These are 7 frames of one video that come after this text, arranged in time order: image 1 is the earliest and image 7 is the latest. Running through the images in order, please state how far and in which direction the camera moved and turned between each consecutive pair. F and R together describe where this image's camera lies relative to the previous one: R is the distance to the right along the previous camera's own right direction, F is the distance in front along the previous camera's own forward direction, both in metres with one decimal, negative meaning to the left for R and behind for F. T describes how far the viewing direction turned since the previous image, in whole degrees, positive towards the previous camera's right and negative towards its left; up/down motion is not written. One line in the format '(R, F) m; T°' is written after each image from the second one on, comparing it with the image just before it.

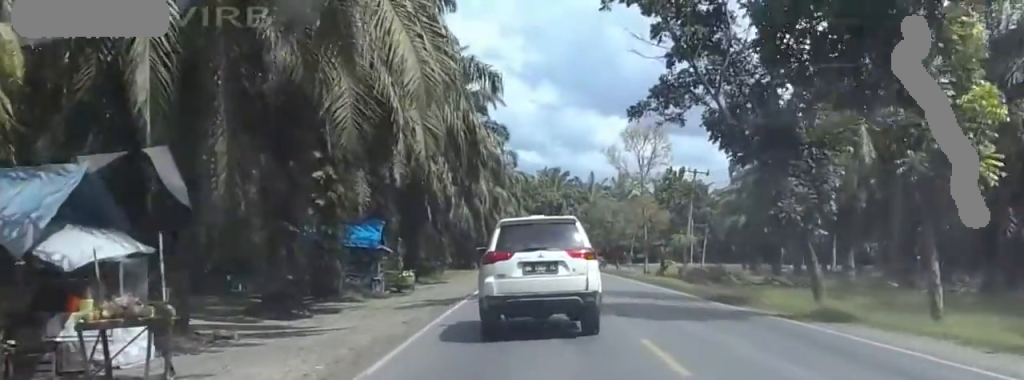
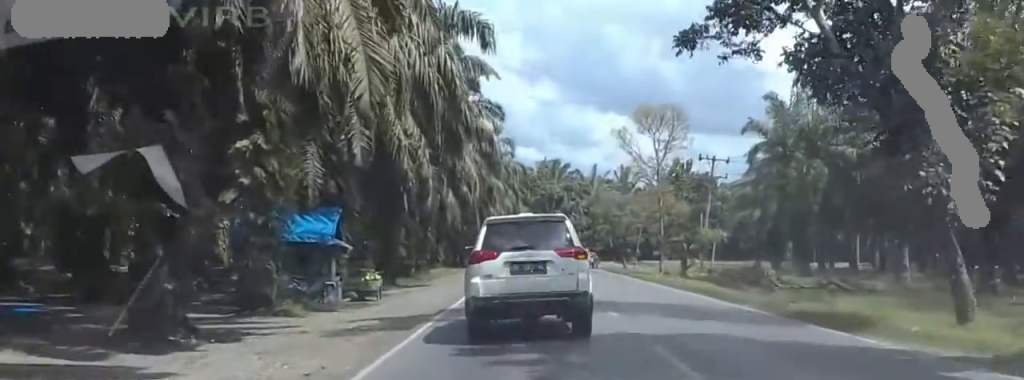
(+0.8, +10.0) m; +1°
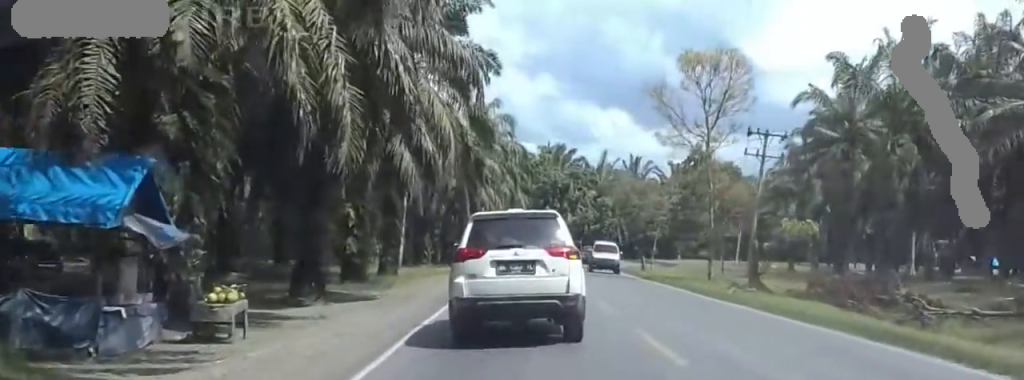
(-1.1, +18.4) m; -4°
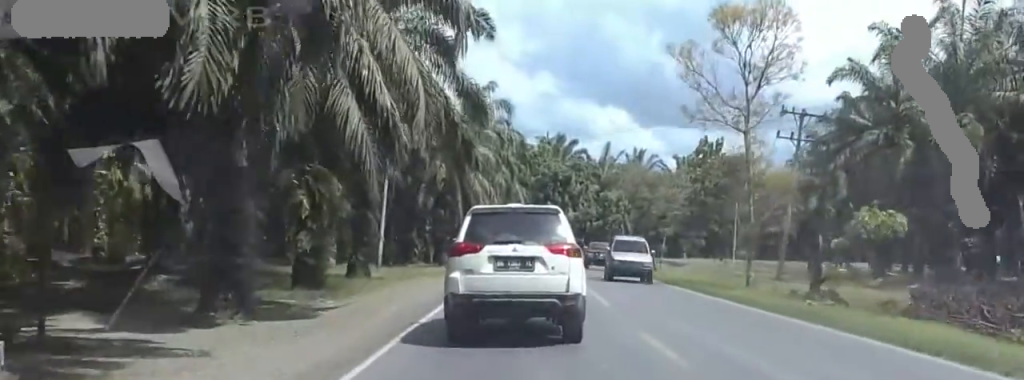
(0.0, +9.6) m; 0°
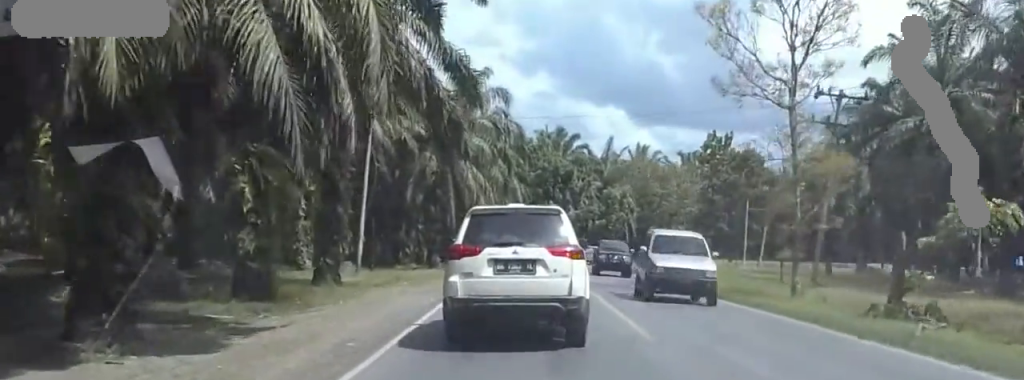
(0.0, +7.7) m; 0°
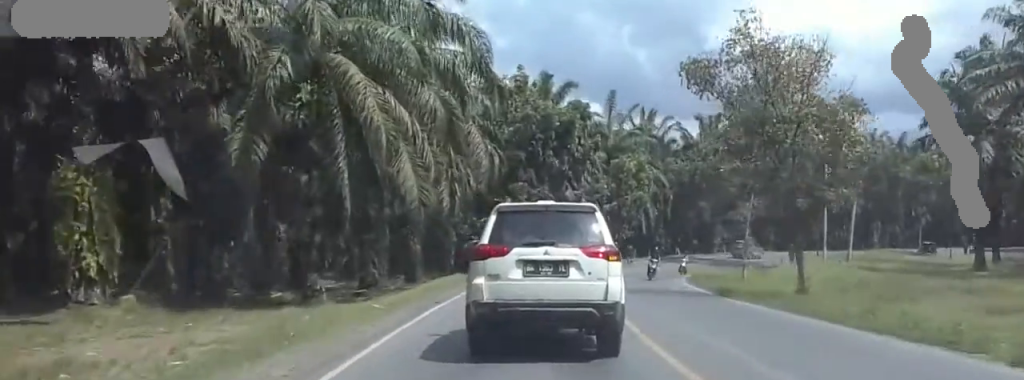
(-1.6, +43.7) m; +2°
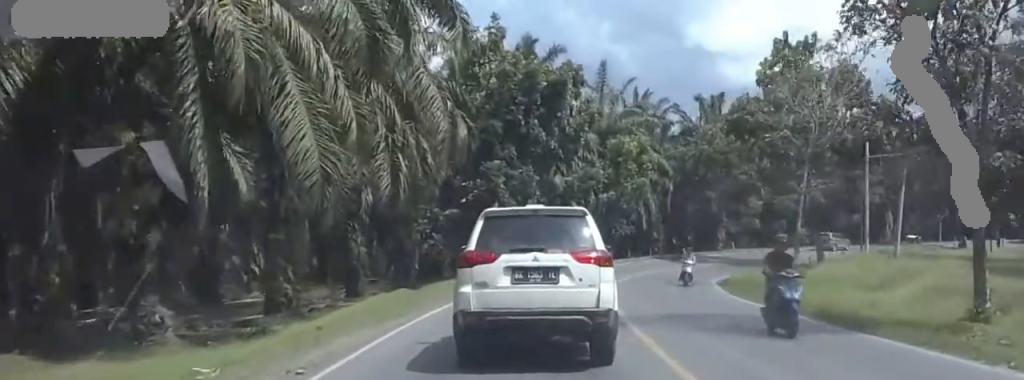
(+1.5, +16.2) m; 0°
